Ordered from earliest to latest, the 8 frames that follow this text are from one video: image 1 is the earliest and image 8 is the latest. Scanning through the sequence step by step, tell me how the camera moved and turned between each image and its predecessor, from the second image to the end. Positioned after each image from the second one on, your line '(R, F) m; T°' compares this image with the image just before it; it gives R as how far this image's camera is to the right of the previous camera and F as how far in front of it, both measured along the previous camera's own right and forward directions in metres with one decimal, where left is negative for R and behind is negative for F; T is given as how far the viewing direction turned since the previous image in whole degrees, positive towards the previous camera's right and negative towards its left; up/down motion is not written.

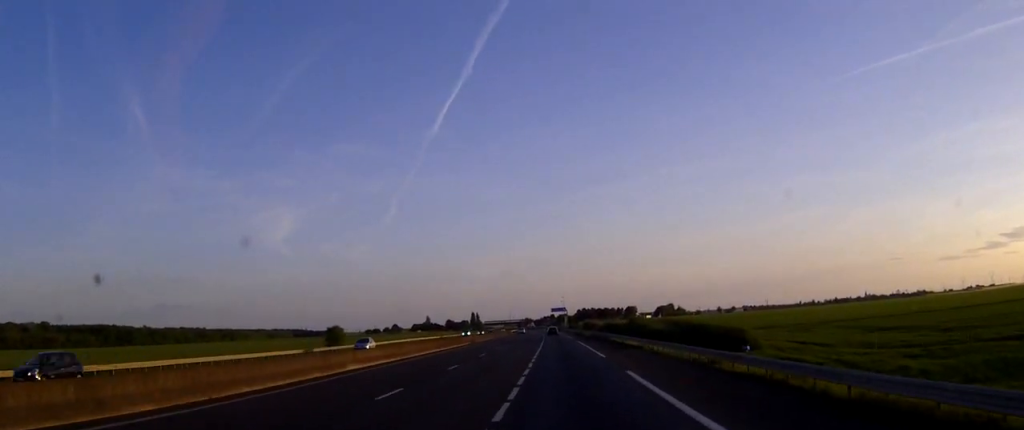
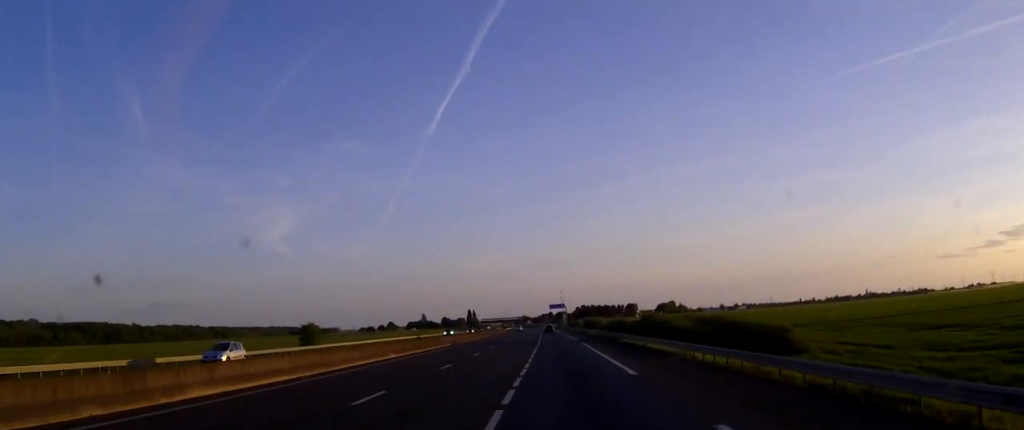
(0.0, +15.2) m; 0°
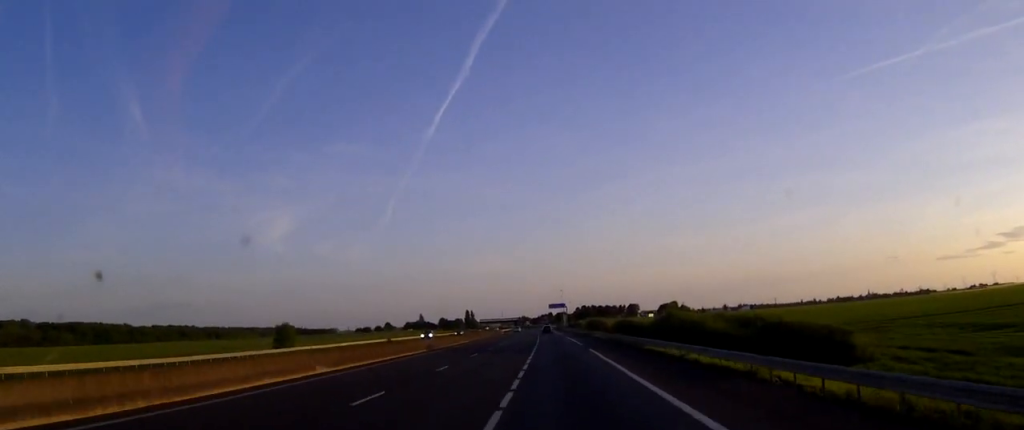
(0.0, +13.3) m; 0°
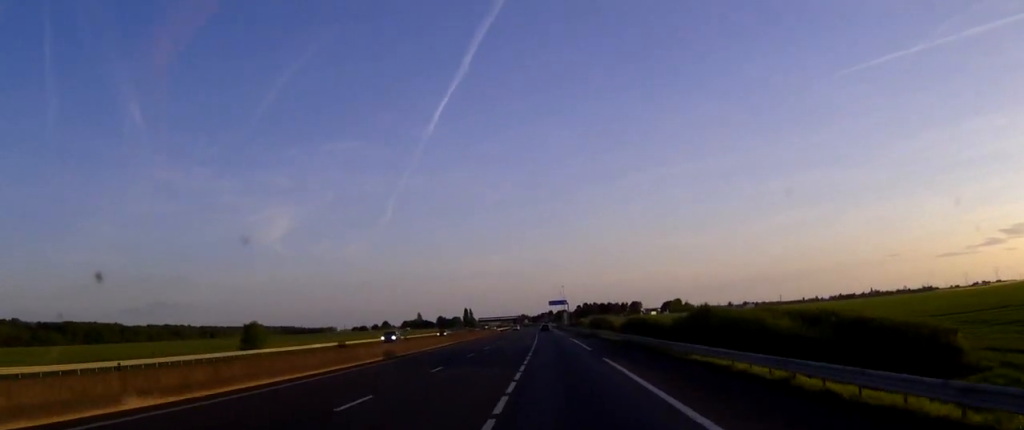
(0.0, +14.2) m; 0°
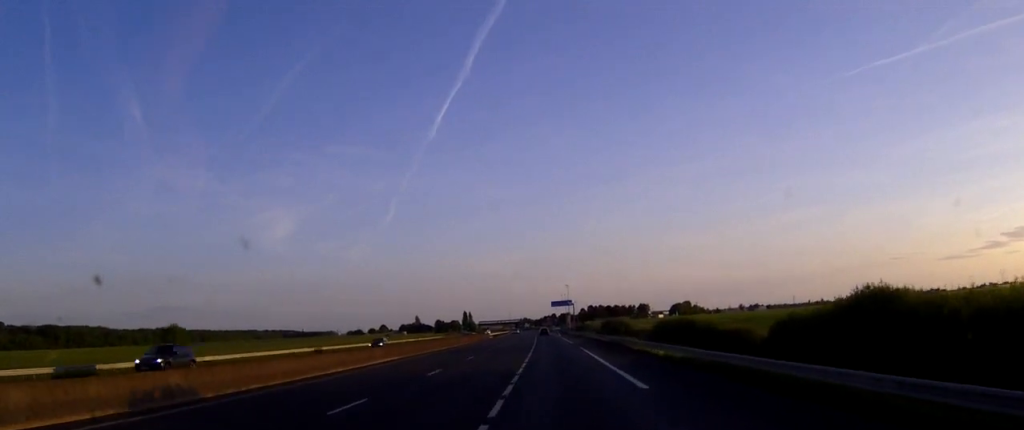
(0.0, +26.5) m; 0°
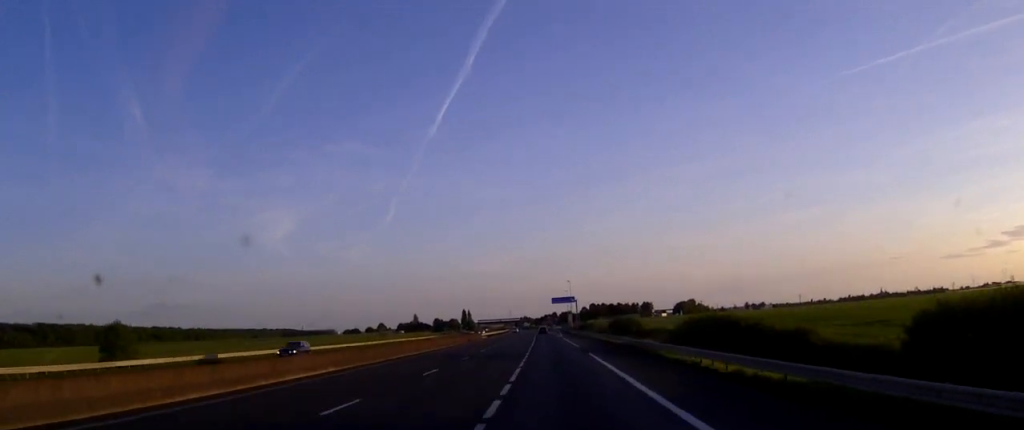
(0.0, +13.2) m; 0°
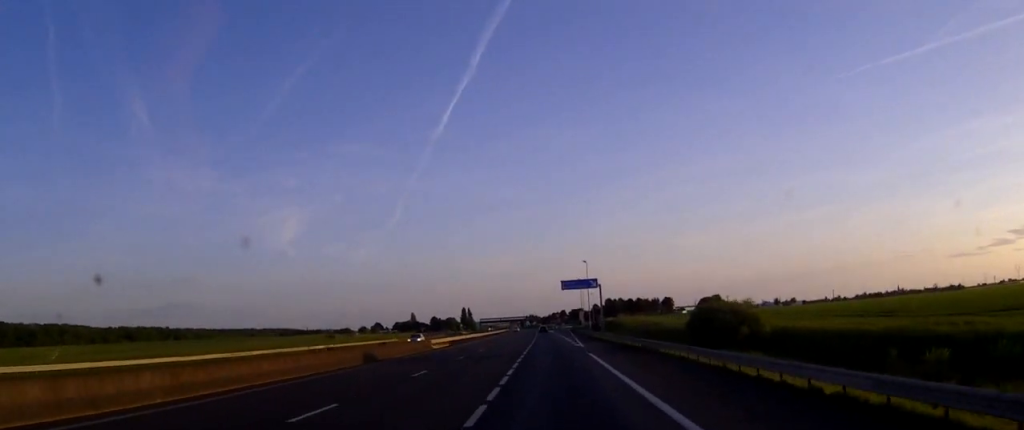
(-0.2, +53.9) m; -1°
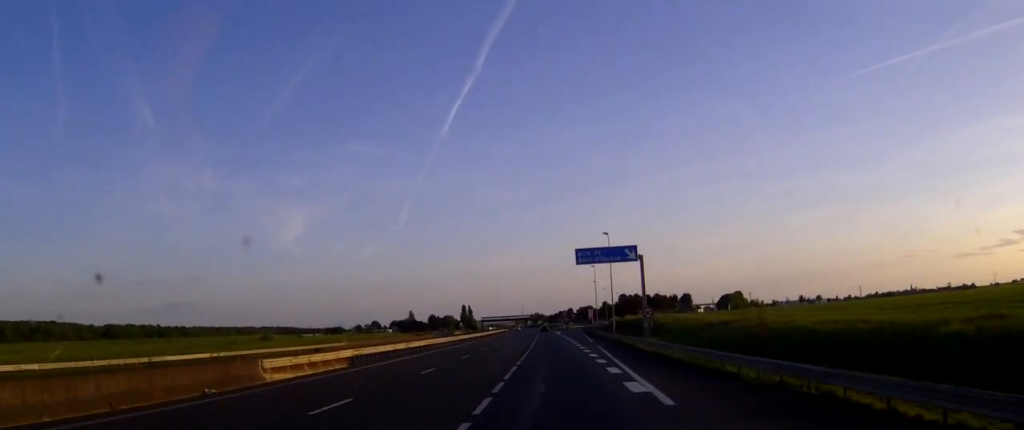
(-0.1, +37.9) m; -1°
